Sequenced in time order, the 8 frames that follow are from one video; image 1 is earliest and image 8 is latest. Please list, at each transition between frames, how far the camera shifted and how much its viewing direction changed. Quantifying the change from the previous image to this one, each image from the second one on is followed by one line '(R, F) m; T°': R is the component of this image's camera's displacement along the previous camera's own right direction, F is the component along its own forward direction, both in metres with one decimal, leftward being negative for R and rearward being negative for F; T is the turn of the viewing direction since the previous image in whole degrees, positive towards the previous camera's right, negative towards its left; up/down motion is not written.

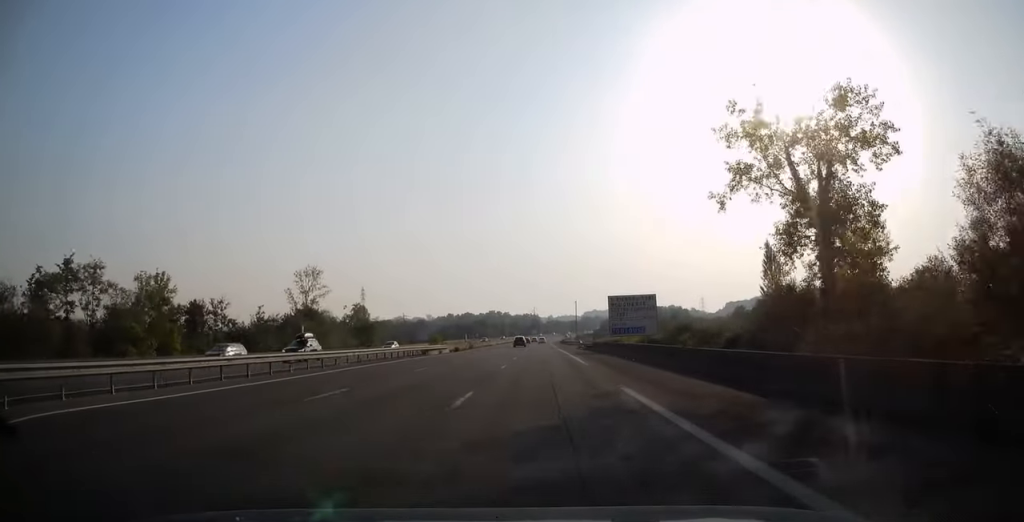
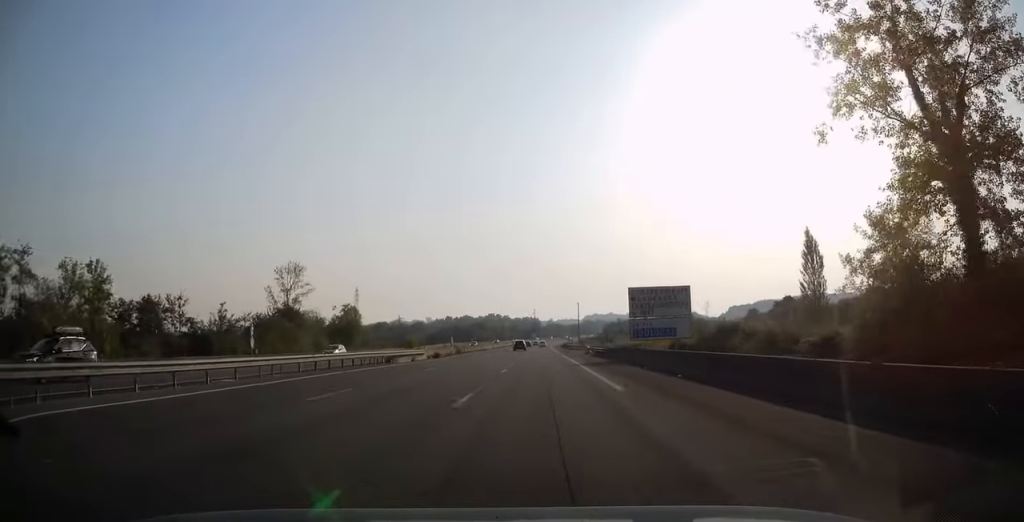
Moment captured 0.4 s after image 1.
(-0.1, +12.9) m; 0°
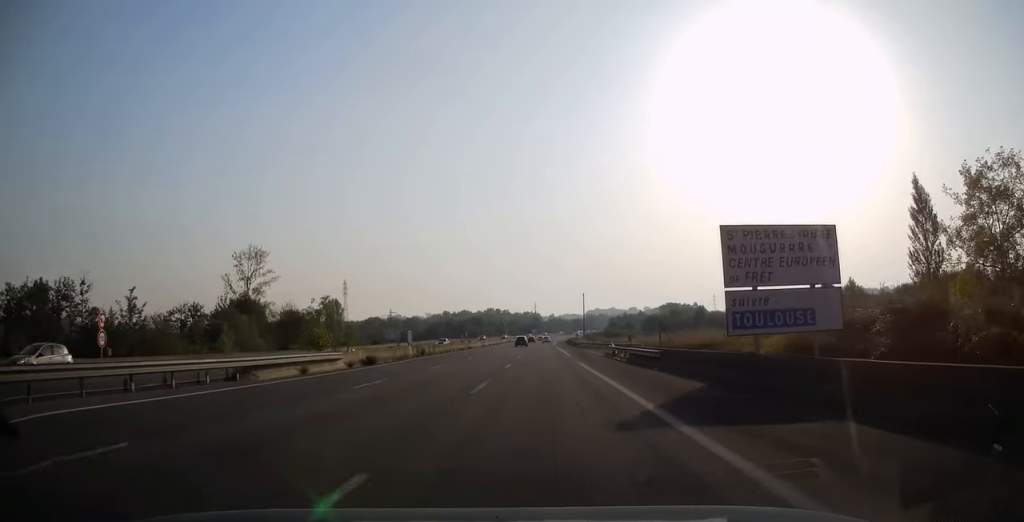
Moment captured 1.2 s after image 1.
(-0.2, +22.3) m; 0°
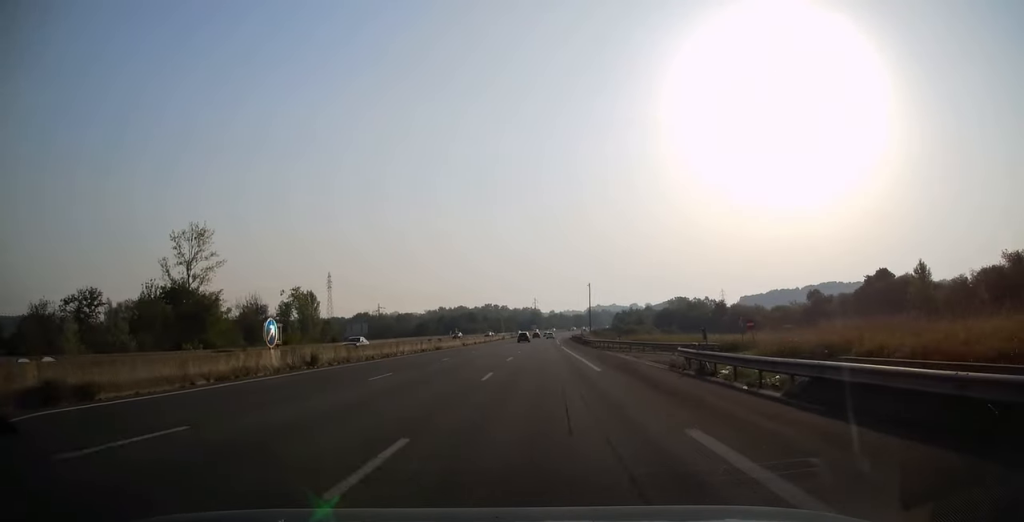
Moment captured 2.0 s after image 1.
(+0.3, +24.3) m; +1°
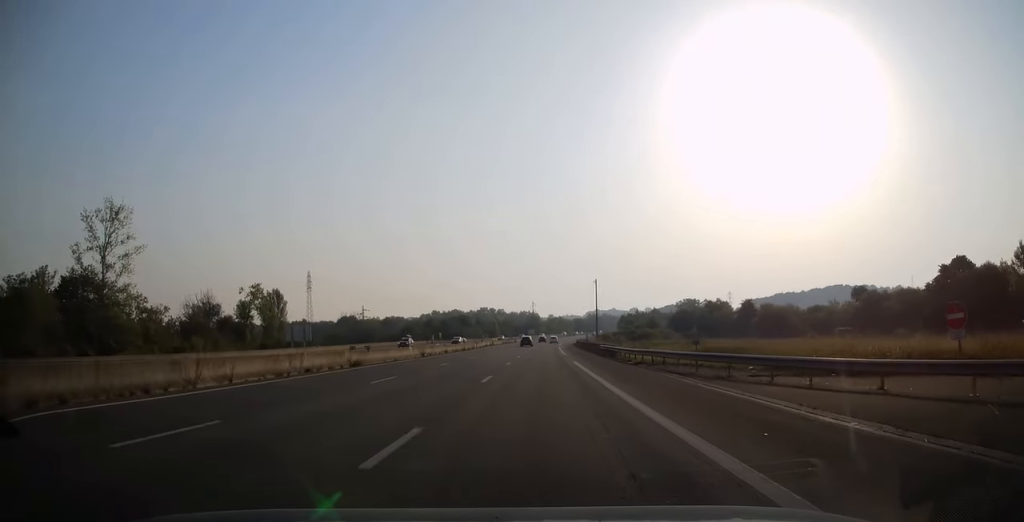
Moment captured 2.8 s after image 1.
(+0.1, +24.7) m; 0°
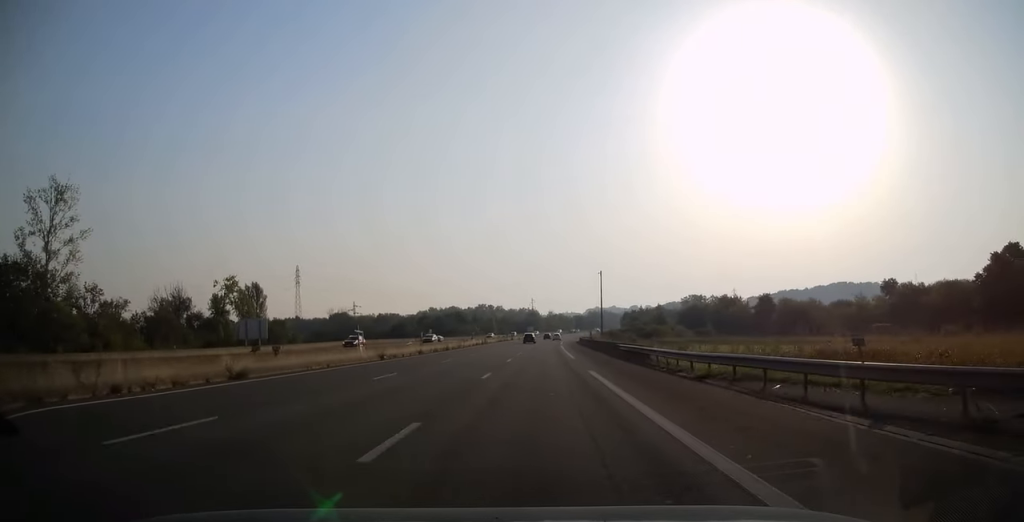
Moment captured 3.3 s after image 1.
(0.0, +12.9) m; 0°
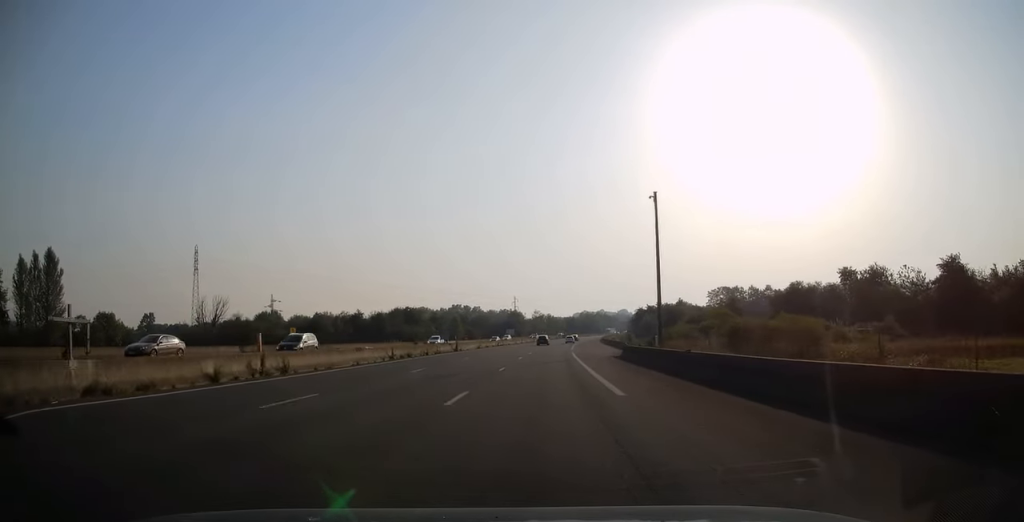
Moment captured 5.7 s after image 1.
(+0.6, +72.7) m; +2°
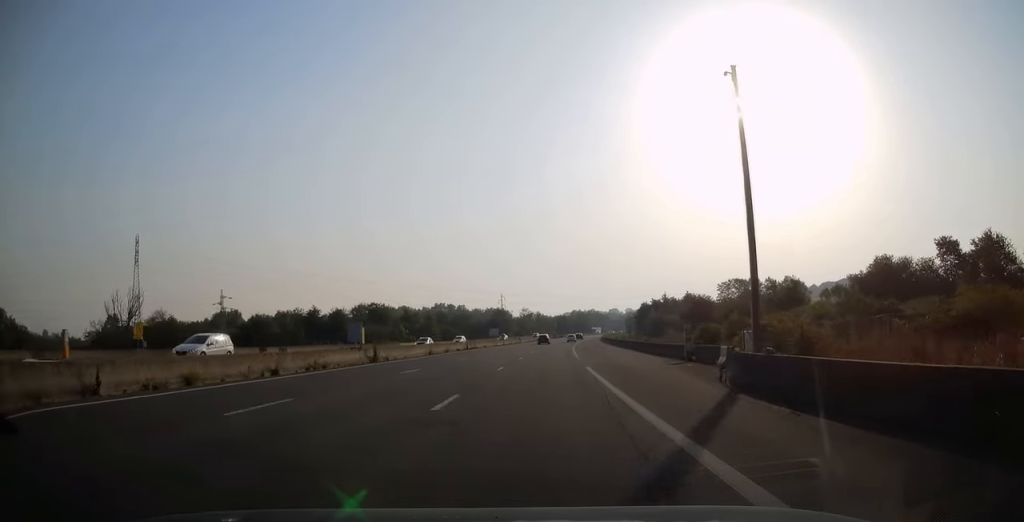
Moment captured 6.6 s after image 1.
(+0.2, +27.1) m; +1°
